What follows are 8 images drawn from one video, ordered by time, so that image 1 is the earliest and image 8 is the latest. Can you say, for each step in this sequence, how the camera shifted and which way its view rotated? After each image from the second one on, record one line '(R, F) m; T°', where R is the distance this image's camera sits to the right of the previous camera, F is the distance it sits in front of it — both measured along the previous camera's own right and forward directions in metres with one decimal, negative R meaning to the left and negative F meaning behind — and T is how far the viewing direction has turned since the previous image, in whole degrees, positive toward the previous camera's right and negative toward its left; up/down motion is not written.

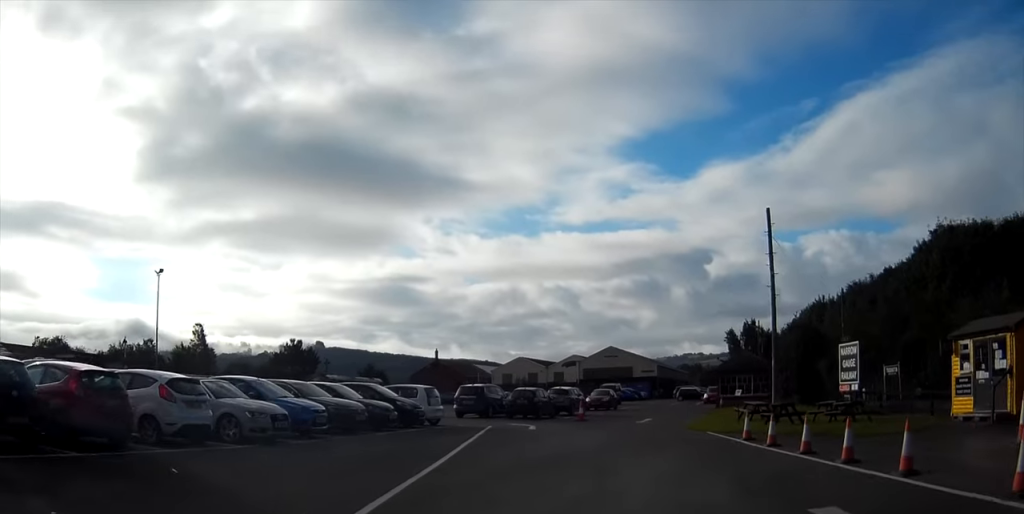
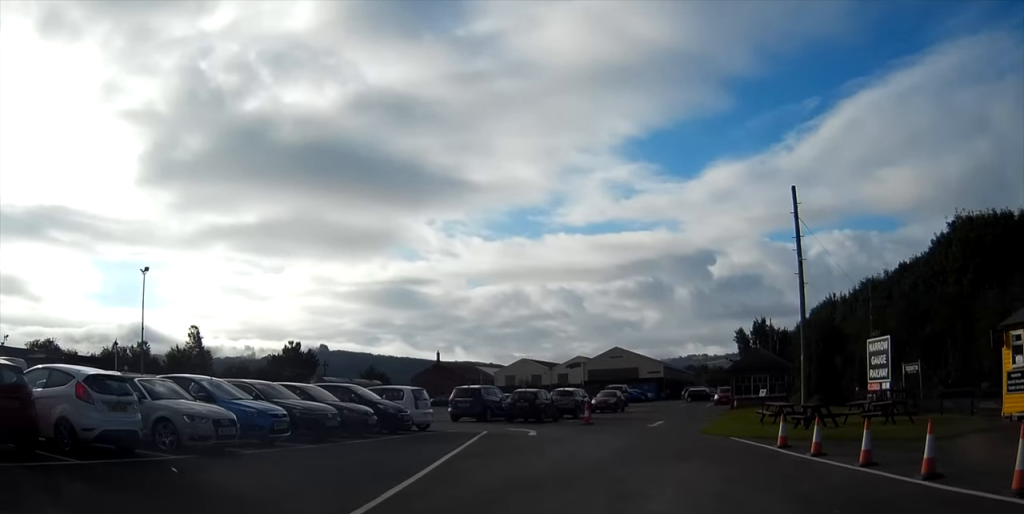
(-0.1, +2.9) m; -3°
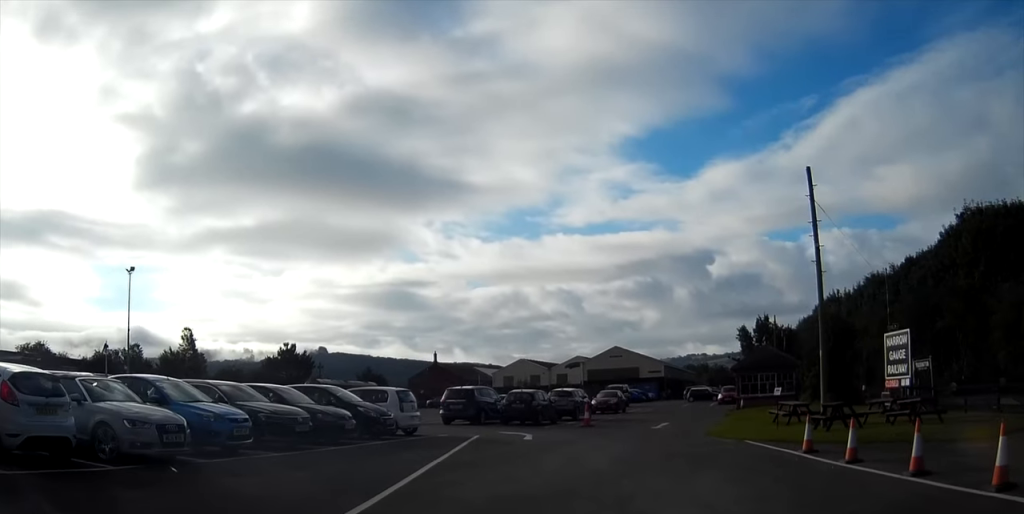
(0.0, +1.9) m; -2°
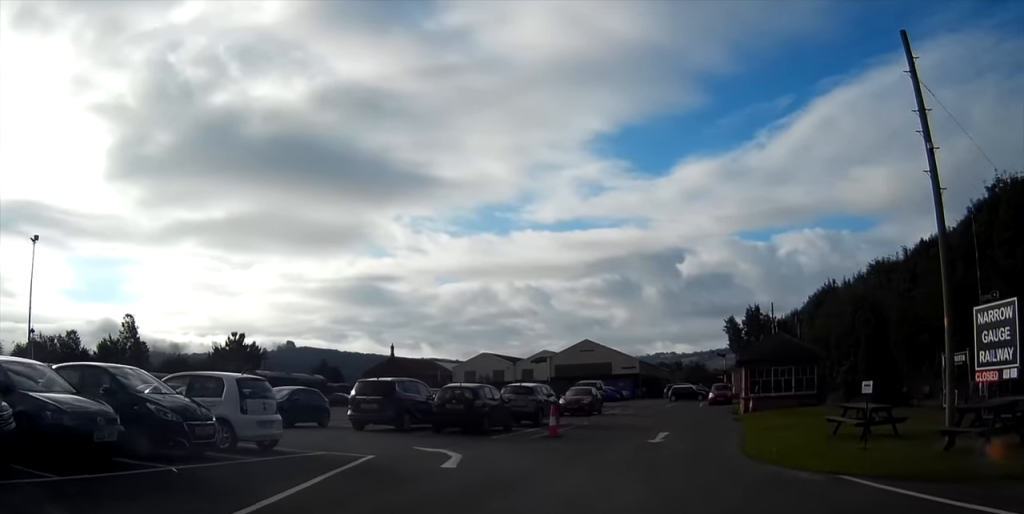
(0.0, +10.5) m; +1°
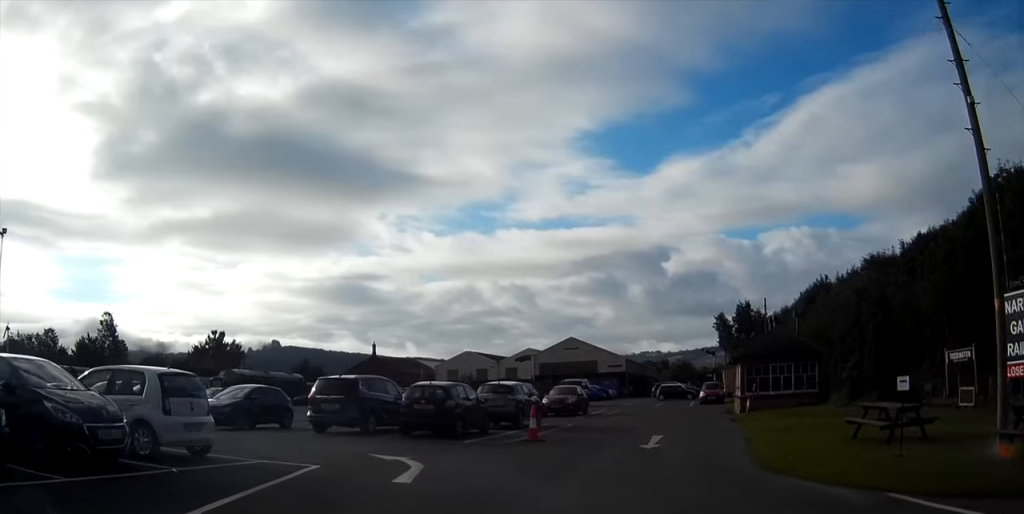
(0.0, +2.5) m; 0°
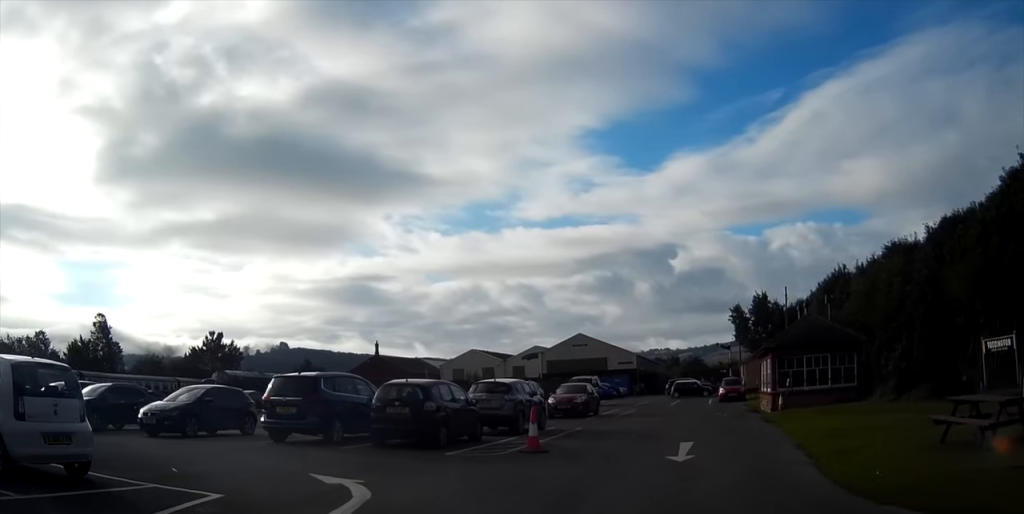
(0.0, +4.0) m; -3°
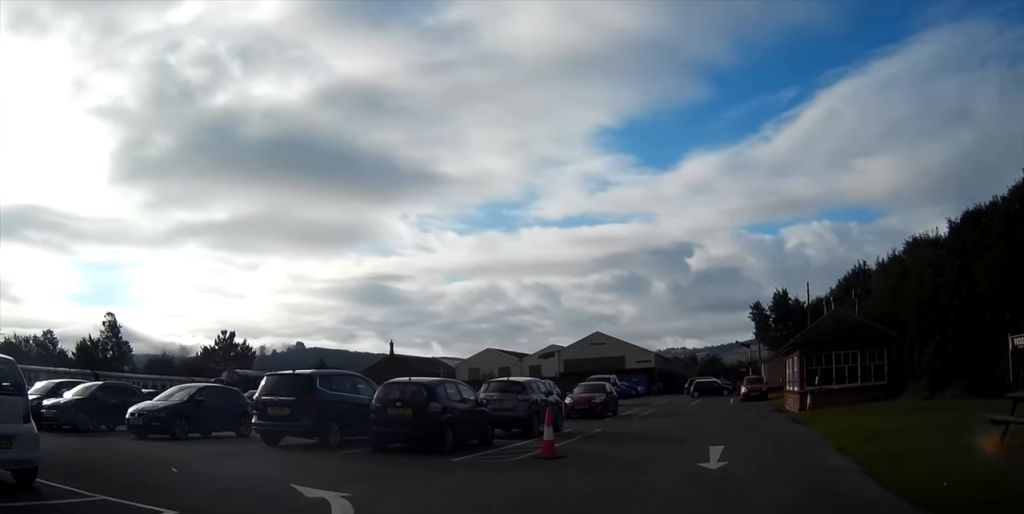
(0.0, +1.6) m; -3°
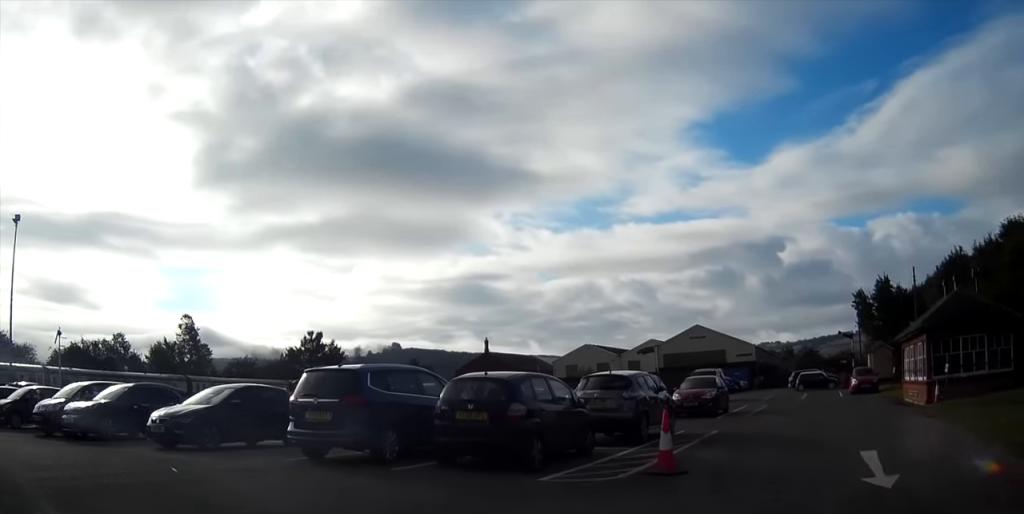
(-0.3, +3.8) m; -10°
